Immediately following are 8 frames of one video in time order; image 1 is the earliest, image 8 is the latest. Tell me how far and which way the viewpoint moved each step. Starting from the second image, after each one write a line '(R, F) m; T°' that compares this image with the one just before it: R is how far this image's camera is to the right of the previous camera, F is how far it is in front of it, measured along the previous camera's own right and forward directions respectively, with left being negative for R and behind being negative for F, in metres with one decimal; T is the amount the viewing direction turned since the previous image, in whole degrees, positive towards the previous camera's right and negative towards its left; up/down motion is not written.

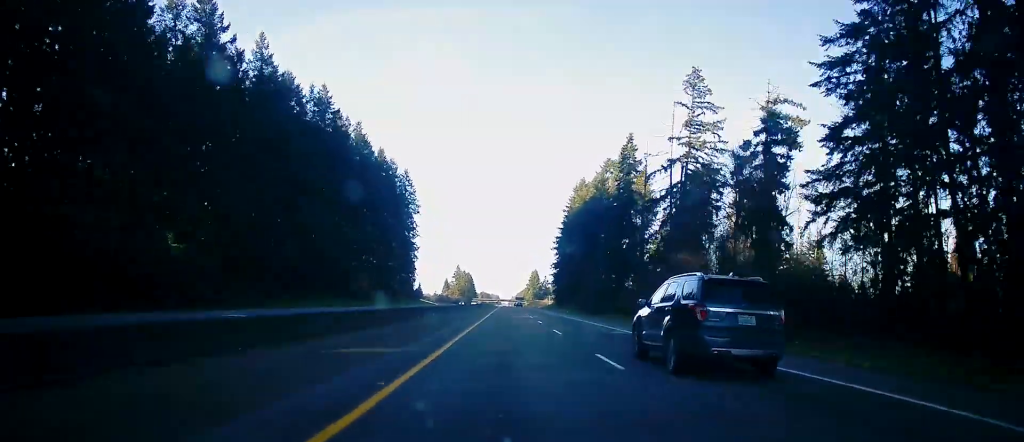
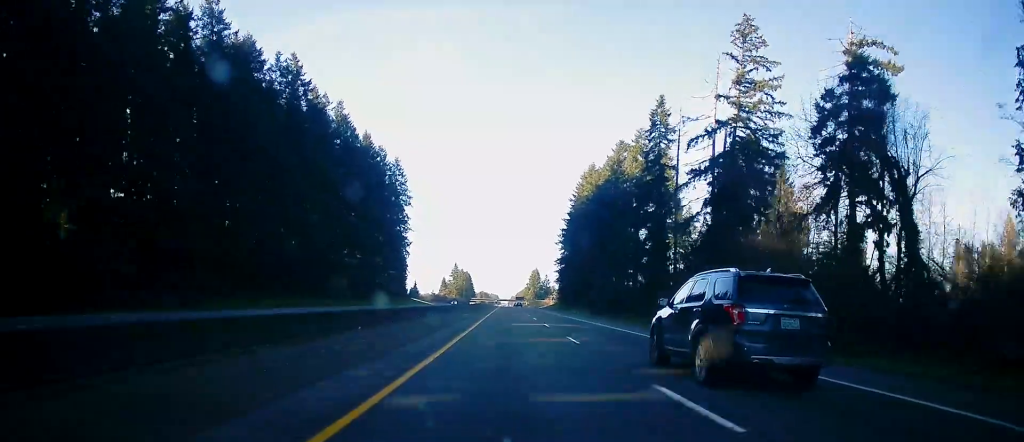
(0.0, +17.7) m; 0°
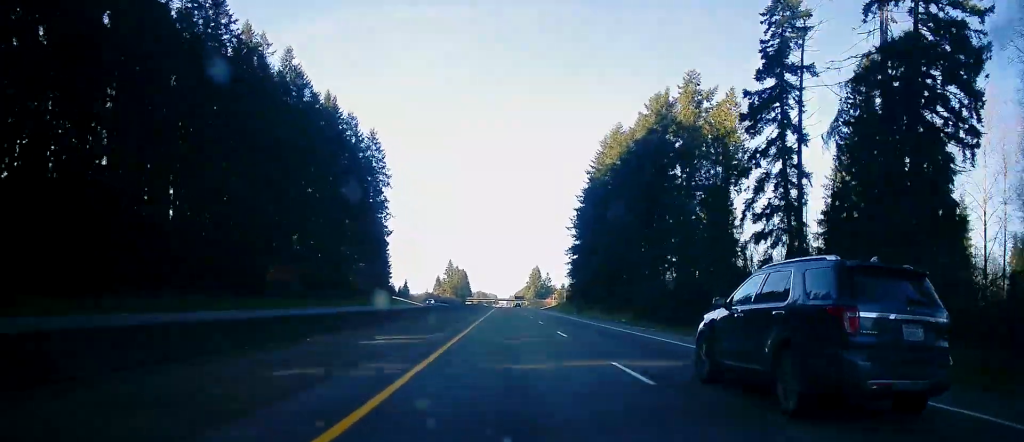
(0.0, +33.1) m; 0°
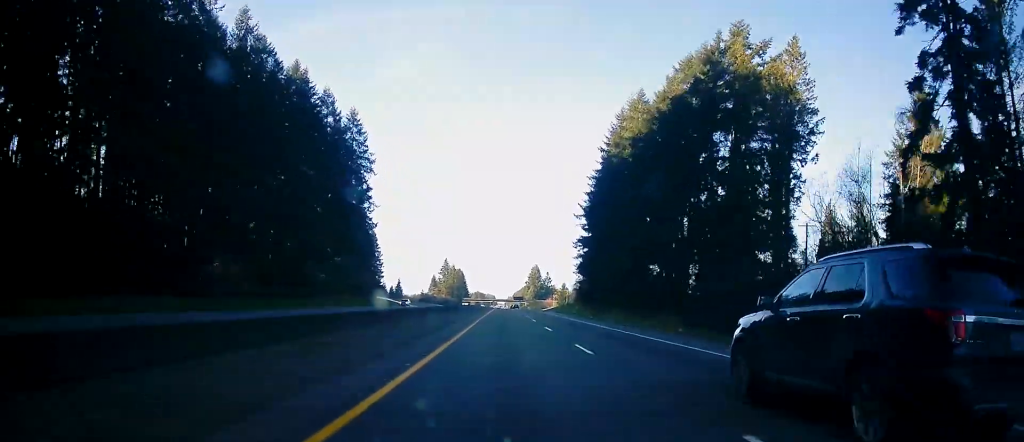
(-0.1, +18.7) m; 0°
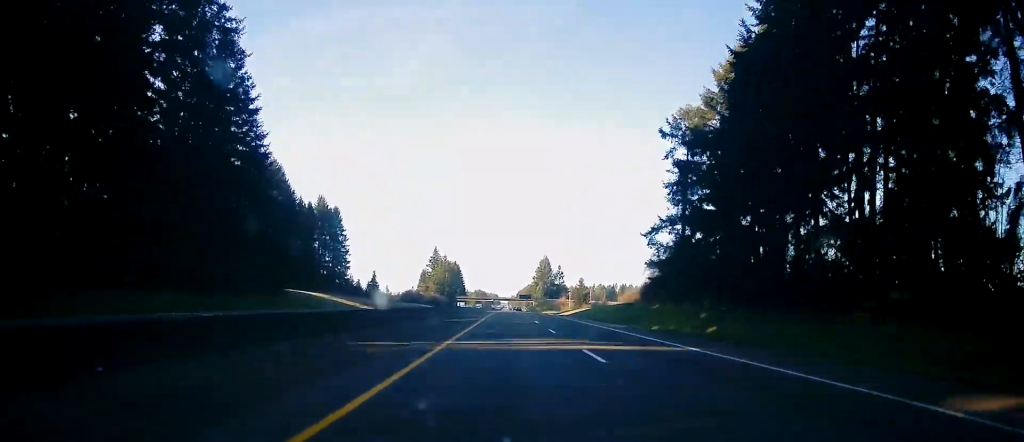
(0.0, +75.2) m; -1°
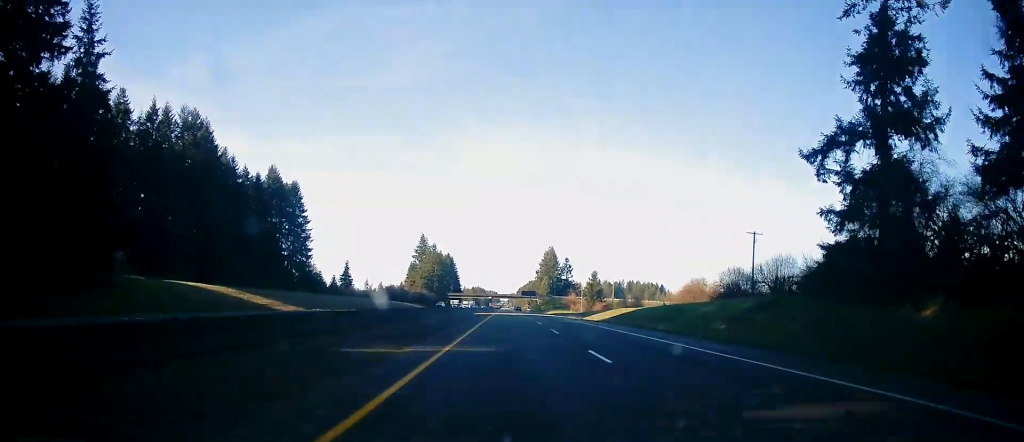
(0.0, +48.5) m; 0°
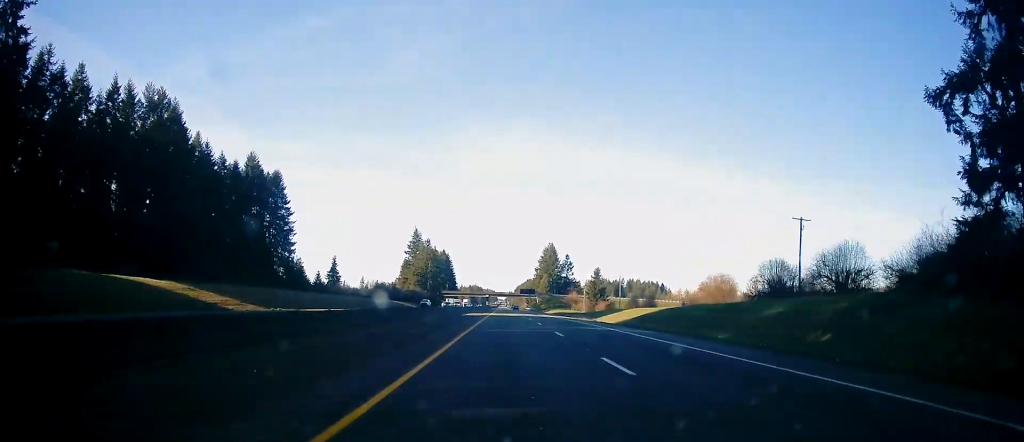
(0.0, +14.3) m; 0°
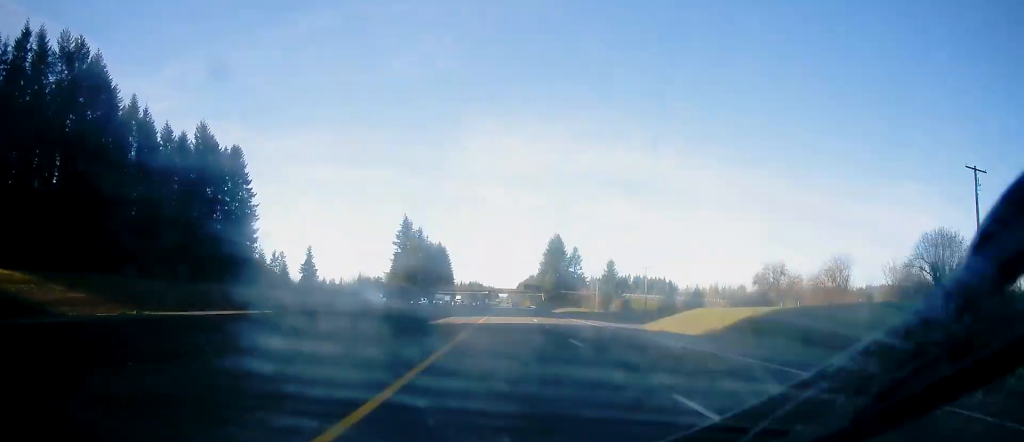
(0.0, +29.6) m; 0°
